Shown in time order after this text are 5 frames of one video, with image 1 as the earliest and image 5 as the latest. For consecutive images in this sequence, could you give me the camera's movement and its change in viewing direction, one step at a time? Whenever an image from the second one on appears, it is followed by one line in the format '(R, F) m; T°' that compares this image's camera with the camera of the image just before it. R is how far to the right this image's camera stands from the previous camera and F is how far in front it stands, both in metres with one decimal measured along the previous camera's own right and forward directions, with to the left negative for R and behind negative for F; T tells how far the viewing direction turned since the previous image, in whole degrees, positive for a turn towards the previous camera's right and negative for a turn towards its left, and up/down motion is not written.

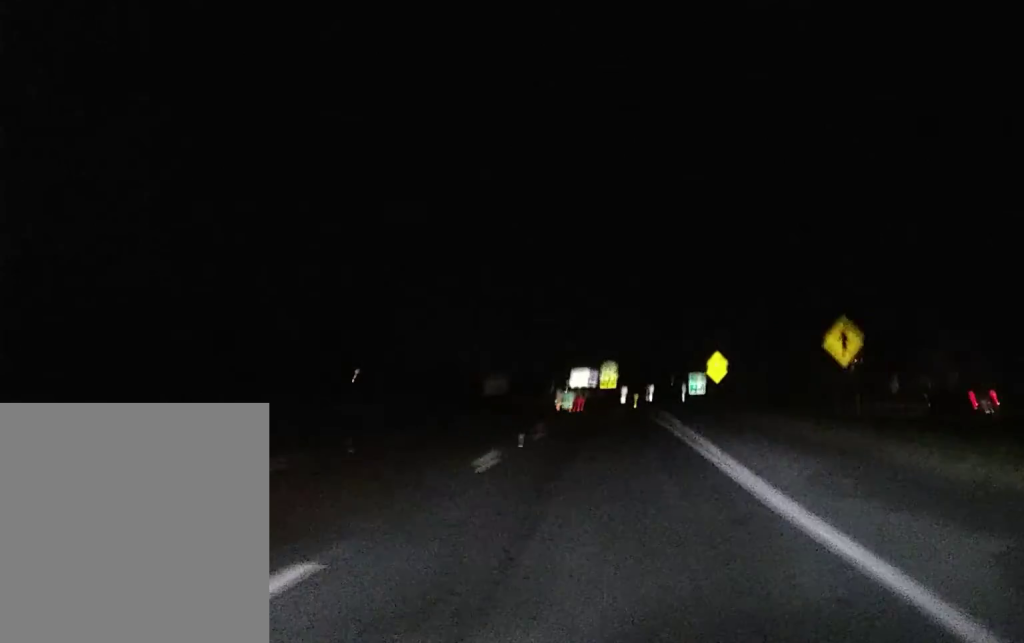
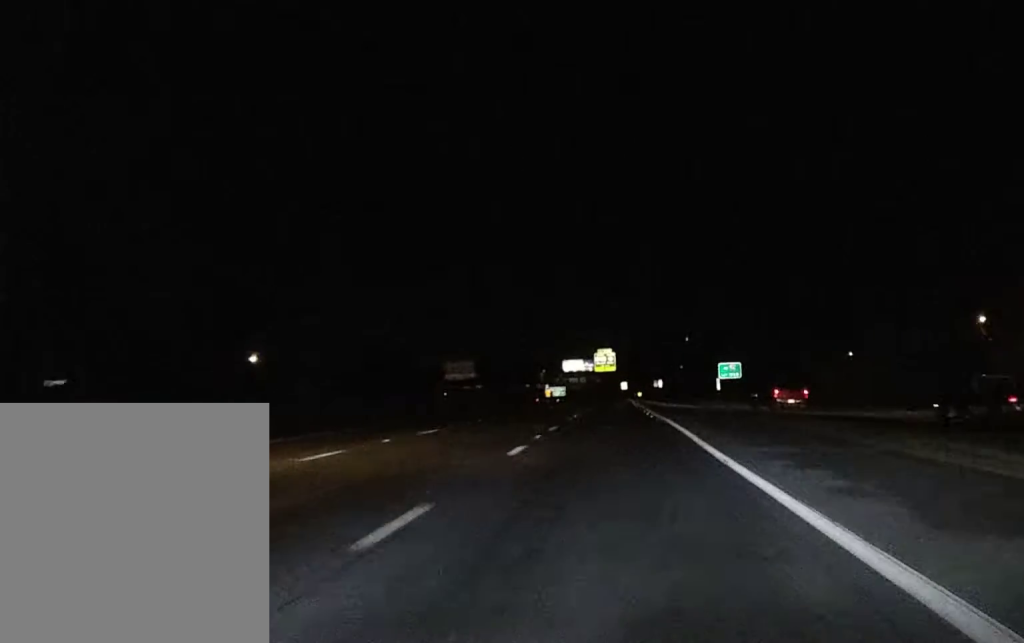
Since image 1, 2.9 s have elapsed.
(+0.2, +86.1) m; 0°
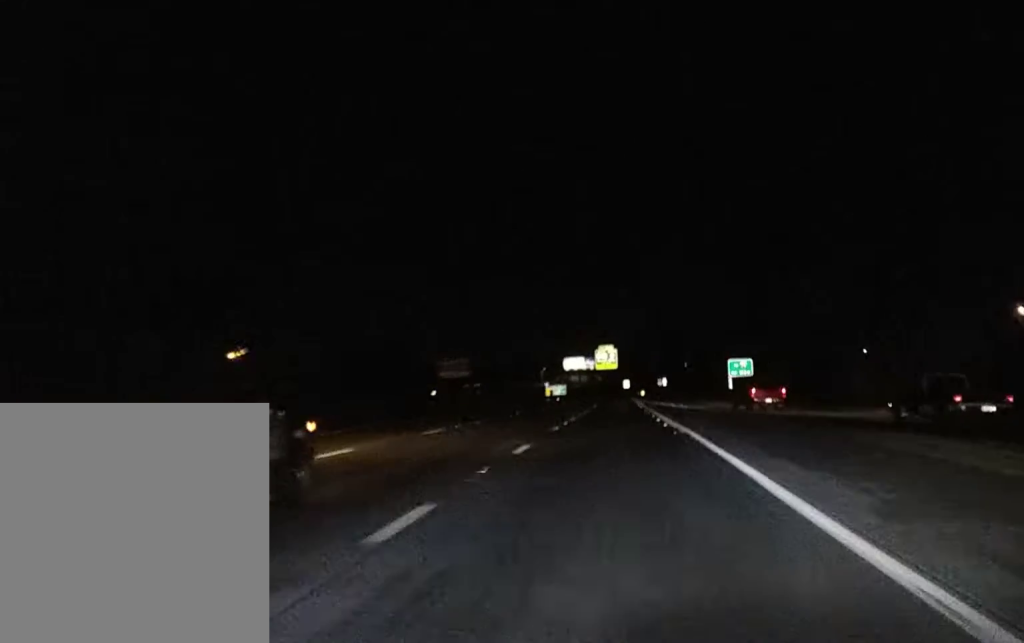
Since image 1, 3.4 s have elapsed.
(0.0, +13.0) m; 0°
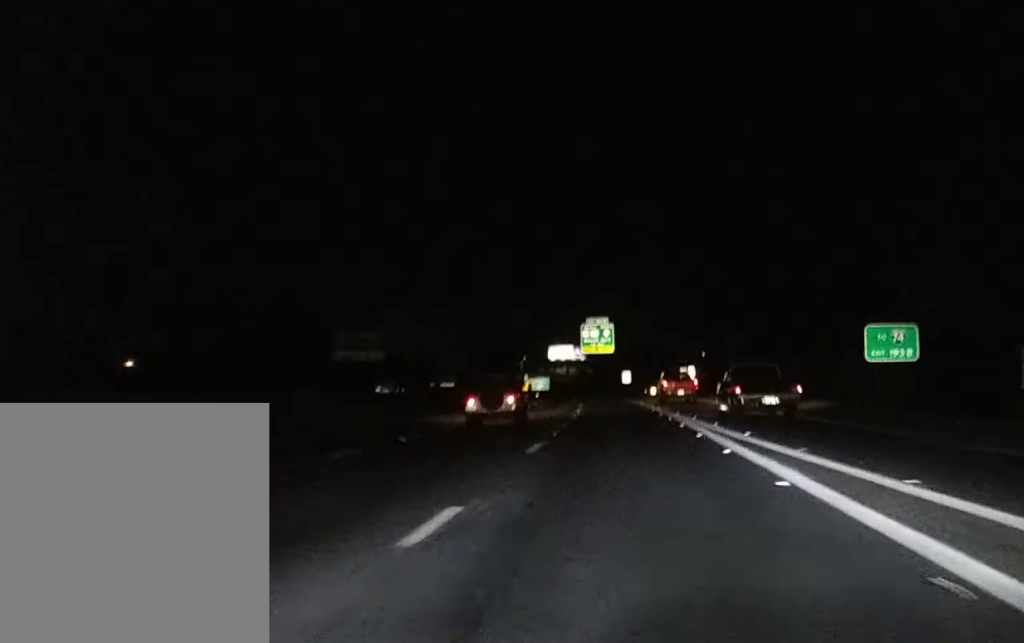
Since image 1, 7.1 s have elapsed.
(-0.1, +83.5) m; 0°
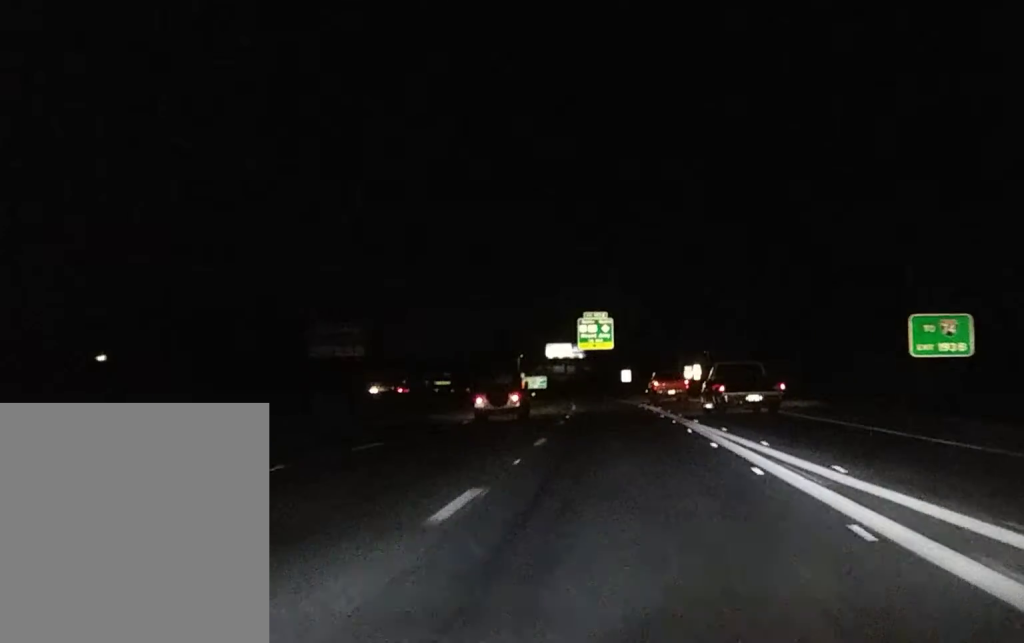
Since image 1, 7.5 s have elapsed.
(-0.1, +10.4) m; 0°
